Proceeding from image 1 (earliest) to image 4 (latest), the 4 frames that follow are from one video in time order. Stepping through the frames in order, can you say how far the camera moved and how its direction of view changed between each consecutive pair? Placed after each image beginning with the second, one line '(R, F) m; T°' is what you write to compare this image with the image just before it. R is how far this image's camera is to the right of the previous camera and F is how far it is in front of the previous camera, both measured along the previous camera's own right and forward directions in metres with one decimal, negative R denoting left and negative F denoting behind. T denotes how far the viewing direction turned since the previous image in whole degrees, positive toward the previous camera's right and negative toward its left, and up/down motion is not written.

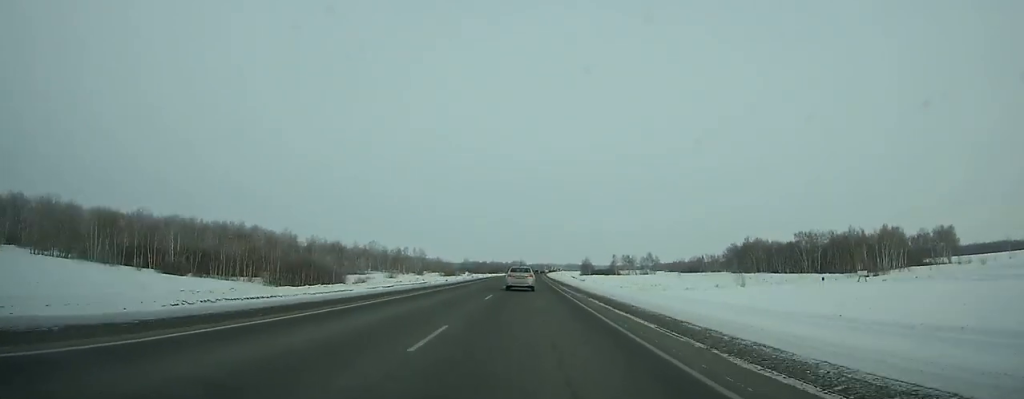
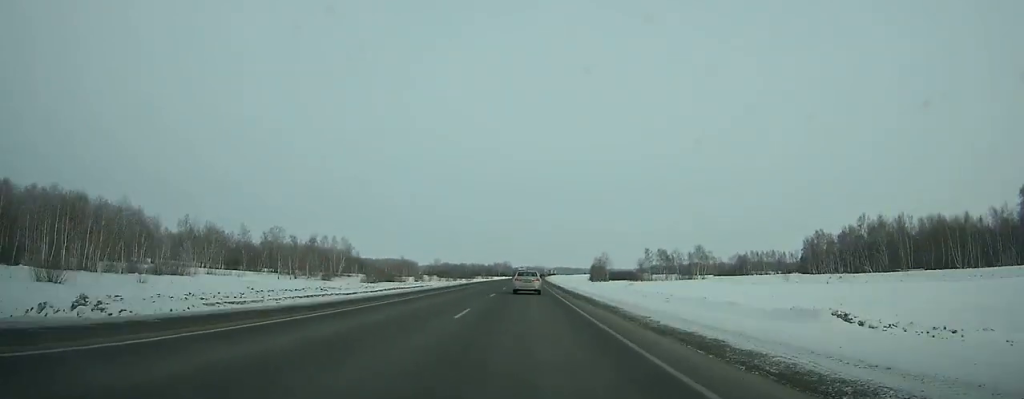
(+0.9, +119.4) m; +1°
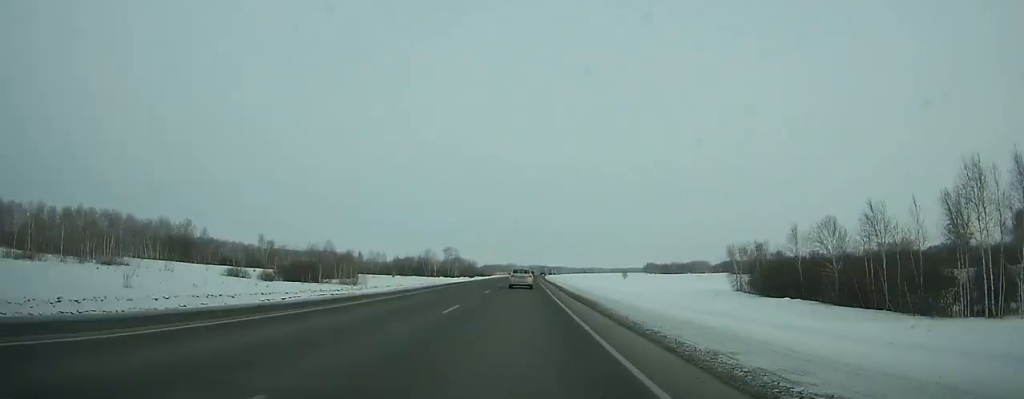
(+4.9, +242.6) m; +3°
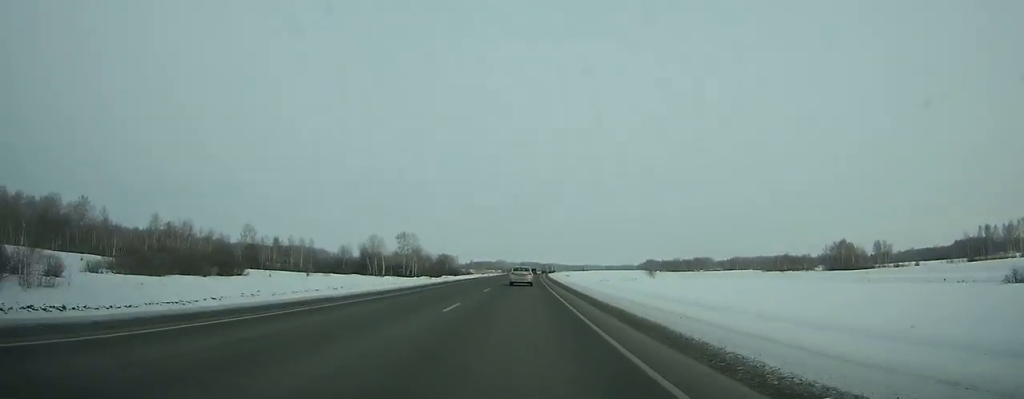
(+0.6, +80.7) m; +1°
